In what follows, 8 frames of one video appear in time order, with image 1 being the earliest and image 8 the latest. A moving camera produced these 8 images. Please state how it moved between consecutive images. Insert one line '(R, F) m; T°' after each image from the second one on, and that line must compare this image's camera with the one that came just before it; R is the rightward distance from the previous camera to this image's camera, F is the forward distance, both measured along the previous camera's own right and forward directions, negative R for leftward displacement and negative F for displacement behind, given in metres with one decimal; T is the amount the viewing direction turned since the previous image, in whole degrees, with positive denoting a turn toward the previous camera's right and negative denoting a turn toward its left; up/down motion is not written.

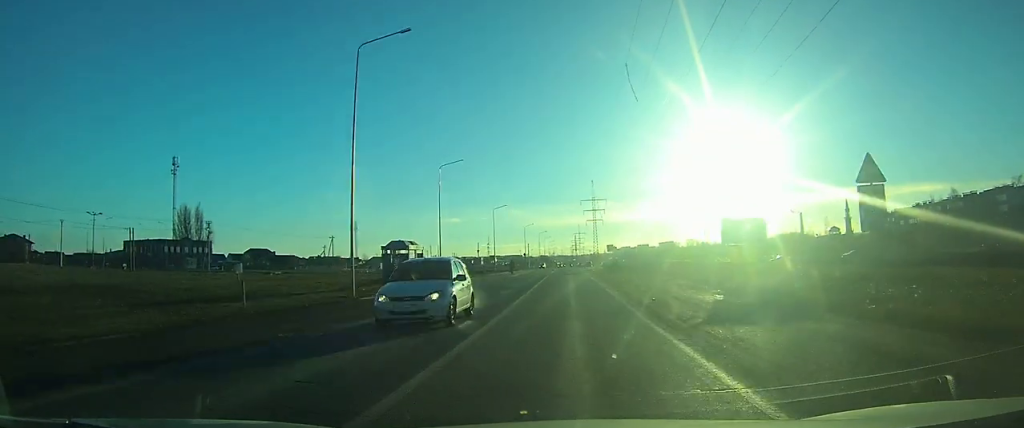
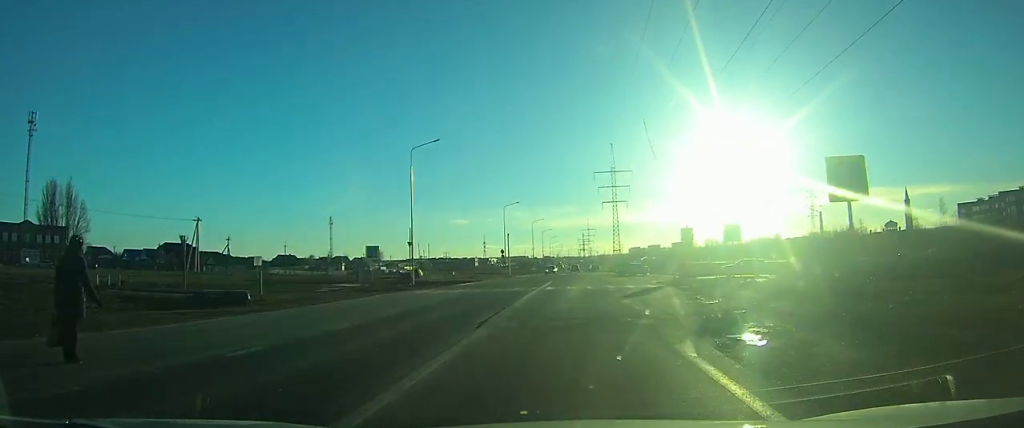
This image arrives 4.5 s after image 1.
(-0.4, +61.6) m; -1°
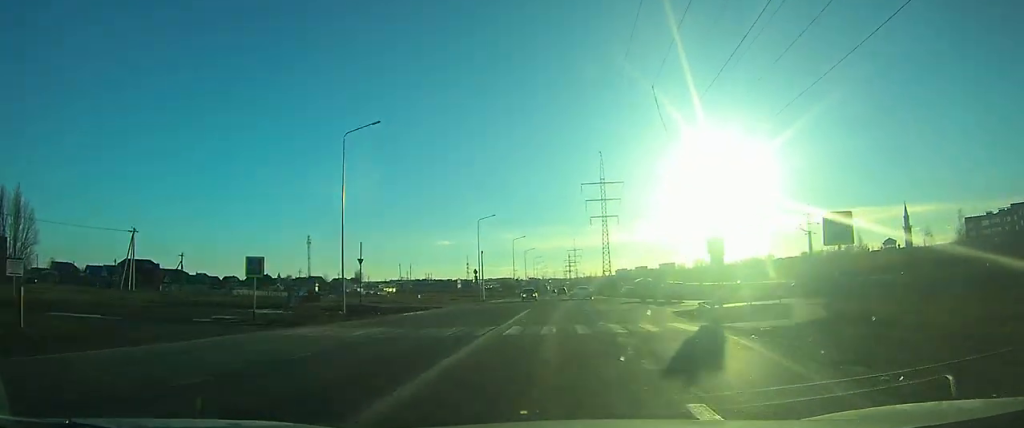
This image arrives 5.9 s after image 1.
(0.0, +13.8) m; 0°
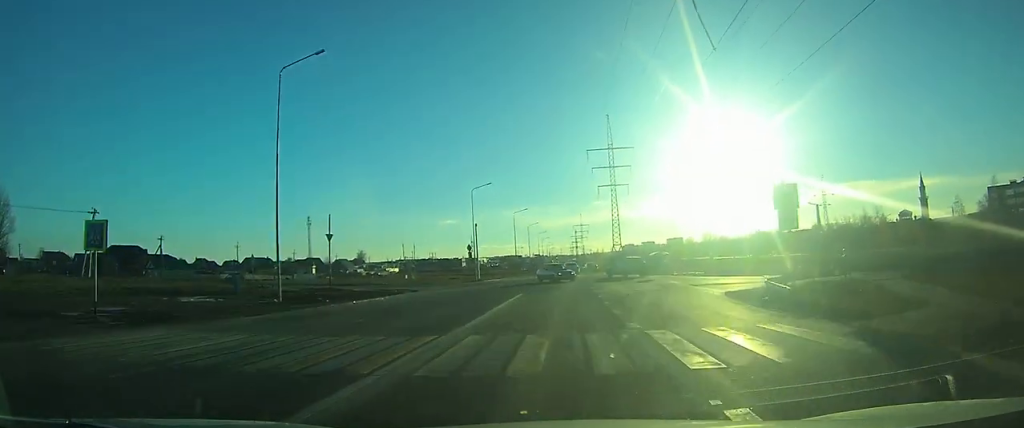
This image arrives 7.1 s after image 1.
(0.0, +11.1) m; 0°
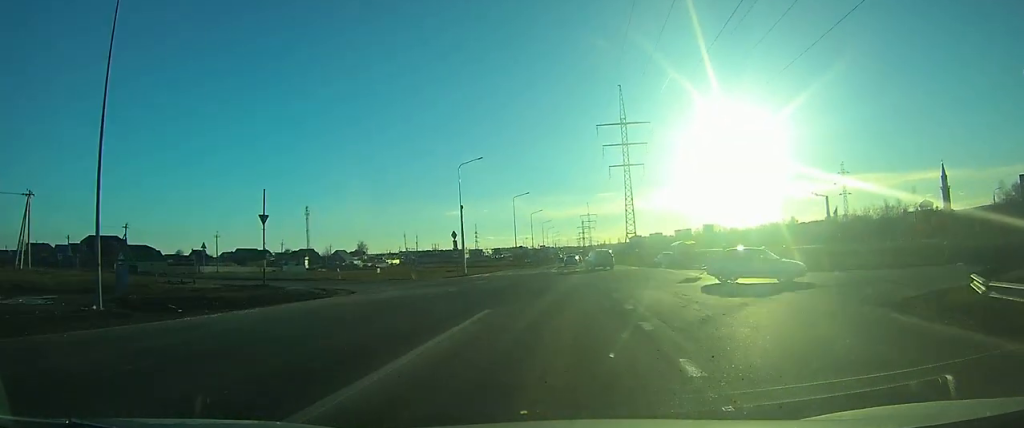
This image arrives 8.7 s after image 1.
(+0.1, +13.9) m; 0°
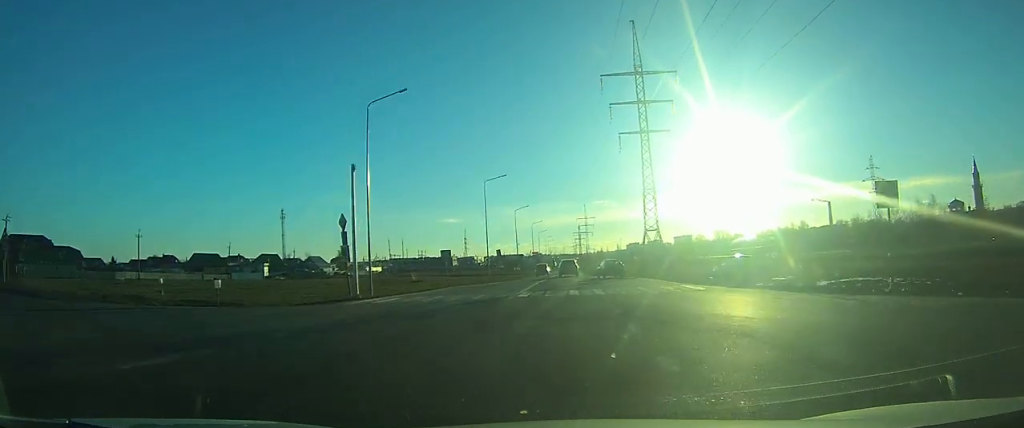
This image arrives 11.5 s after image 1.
(-0.1, +25.4) m; 0°
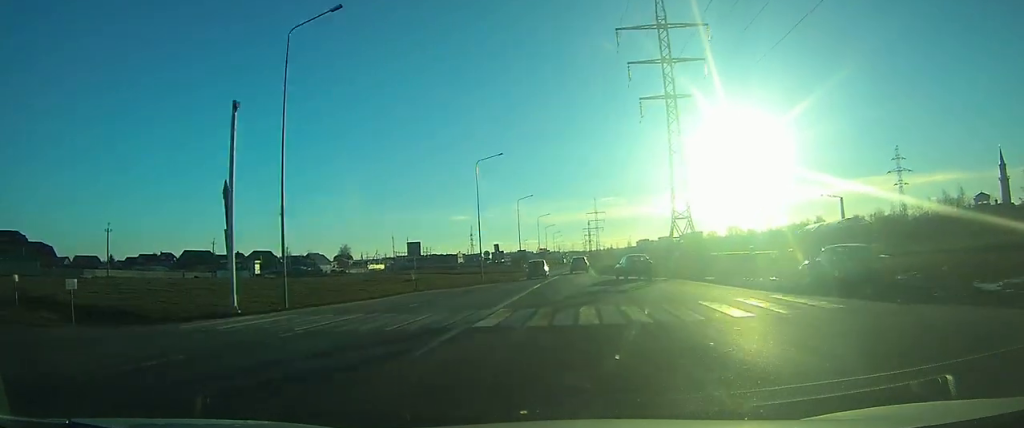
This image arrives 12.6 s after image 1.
(0.0, +10.5) m; 0°
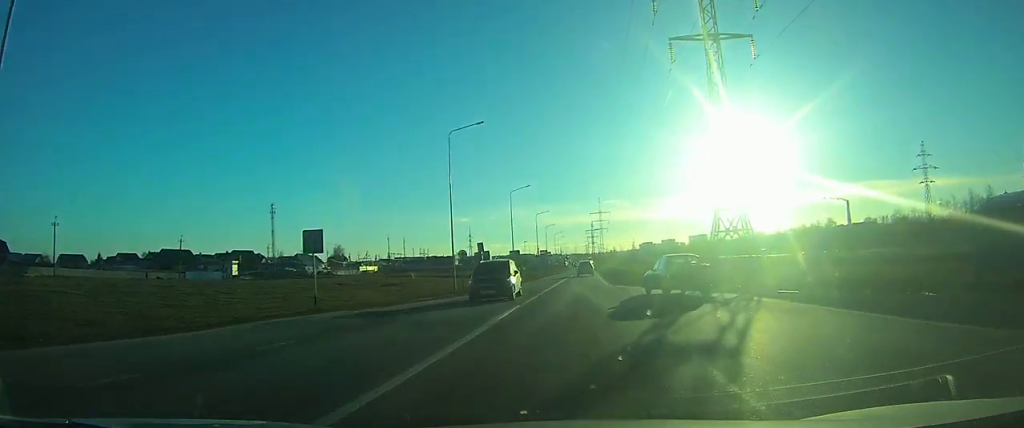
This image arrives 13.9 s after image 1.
(0.0, +14.9) m; 0°
